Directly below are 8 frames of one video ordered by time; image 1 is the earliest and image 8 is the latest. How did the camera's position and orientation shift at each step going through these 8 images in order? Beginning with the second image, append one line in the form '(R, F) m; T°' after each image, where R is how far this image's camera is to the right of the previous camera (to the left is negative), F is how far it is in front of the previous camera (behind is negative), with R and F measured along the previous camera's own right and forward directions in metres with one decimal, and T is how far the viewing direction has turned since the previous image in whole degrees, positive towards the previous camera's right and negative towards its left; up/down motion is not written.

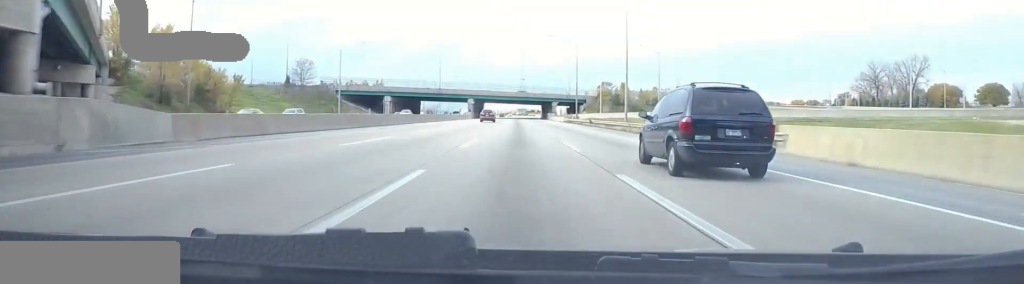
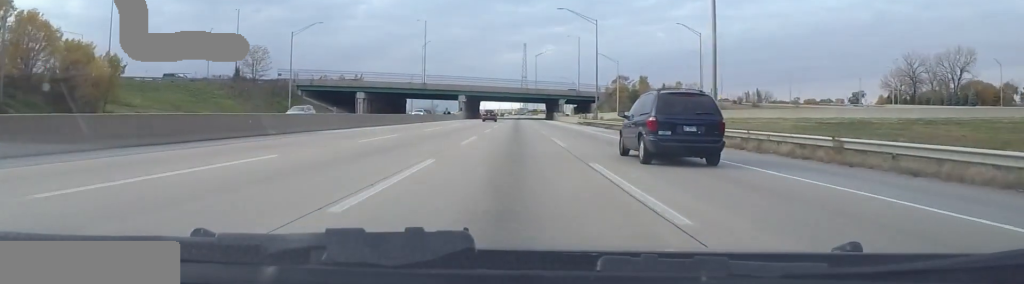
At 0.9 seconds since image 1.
(-0.3, +25.8) m; 0°
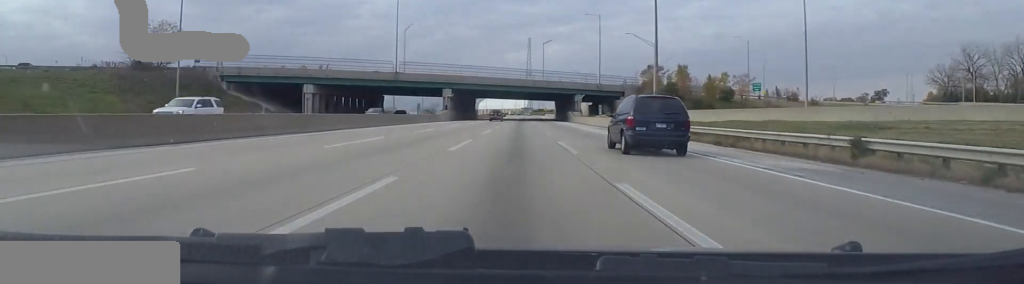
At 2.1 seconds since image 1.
(+0.3, +32.4) m; 0°
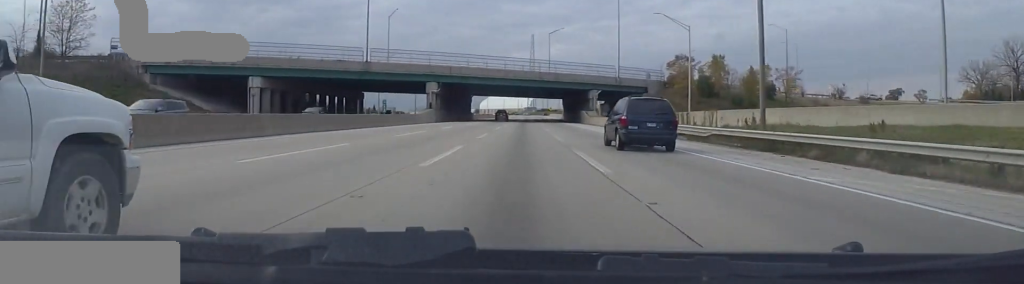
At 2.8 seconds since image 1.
(+0.1, +20.3) m; 0°
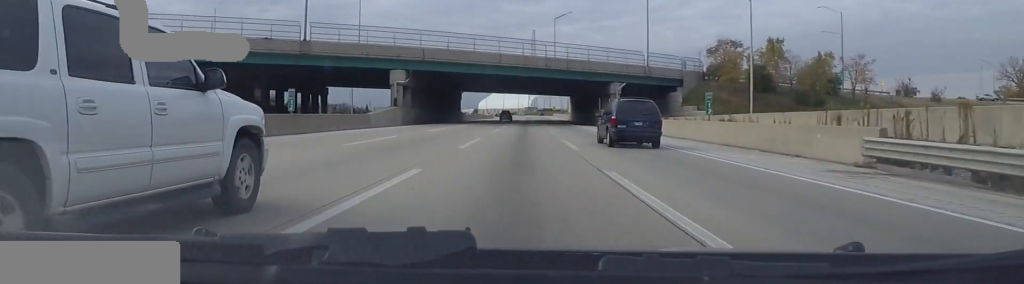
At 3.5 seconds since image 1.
(-1.0, +23.3) m; +1°
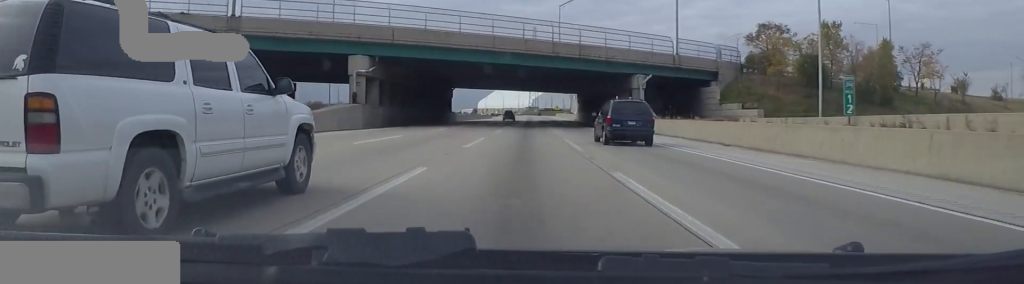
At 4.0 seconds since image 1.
(+0.7, +15.0) m; 0°
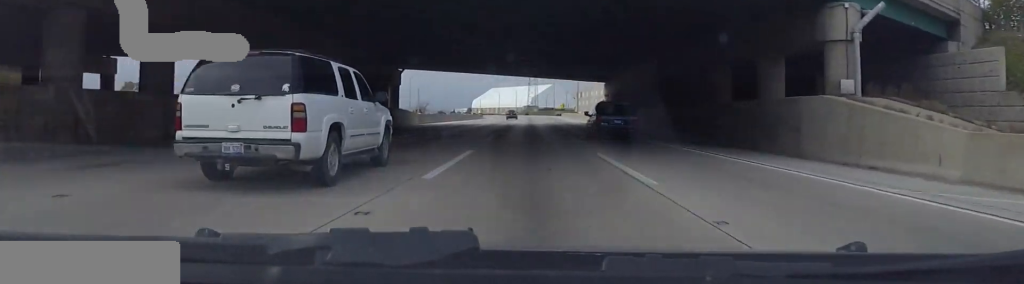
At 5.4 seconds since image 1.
(-0.4, +39.6) m; 0°
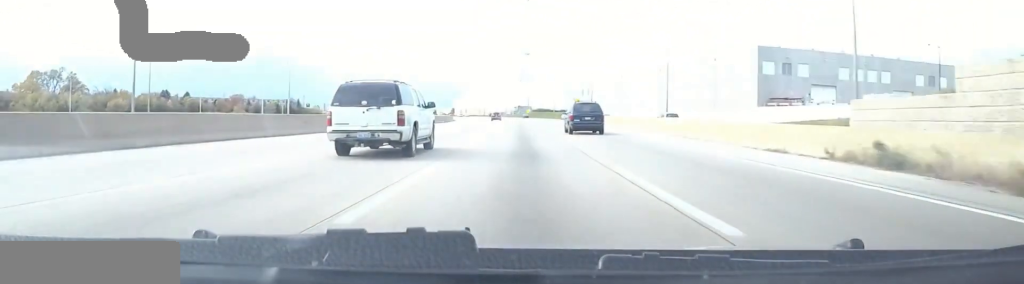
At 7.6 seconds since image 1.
(+4.5, +63.0) m; +1°
